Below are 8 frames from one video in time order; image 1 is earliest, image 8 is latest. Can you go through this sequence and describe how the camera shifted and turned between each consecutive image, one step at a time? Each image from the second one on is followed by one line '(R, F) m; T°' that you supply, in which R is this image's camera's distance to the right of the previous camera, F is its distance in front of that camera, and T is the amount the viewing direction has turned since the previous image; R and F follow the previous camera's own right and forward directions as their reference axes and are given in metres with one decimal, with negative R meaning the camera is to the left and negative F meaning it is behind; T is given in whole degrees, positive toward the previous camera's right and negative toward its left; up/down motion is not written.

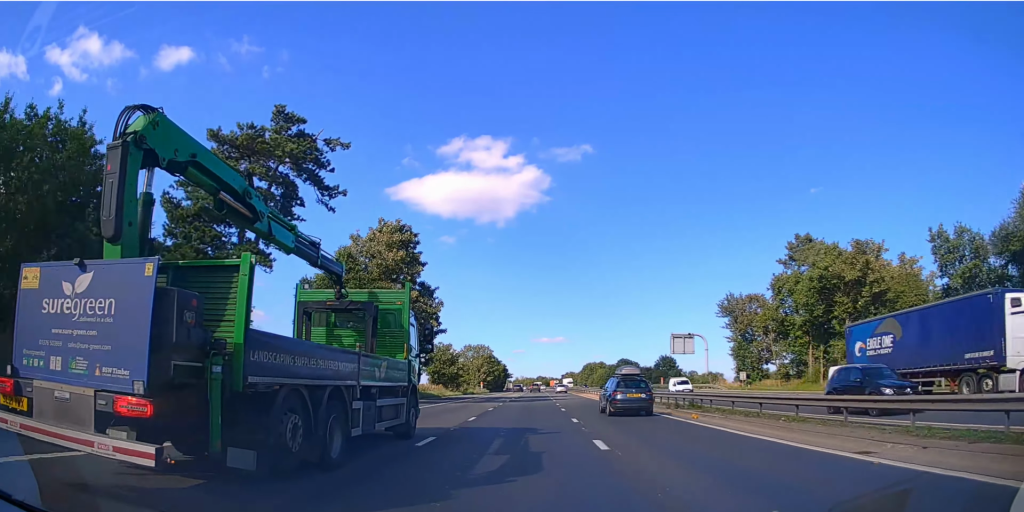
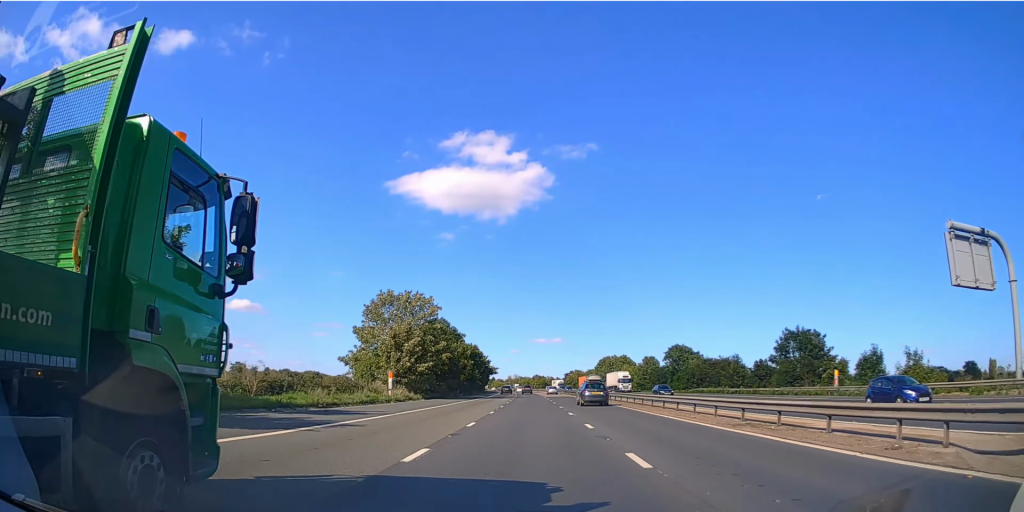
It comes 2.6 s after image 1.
(0.0, +61.1) m; 0°
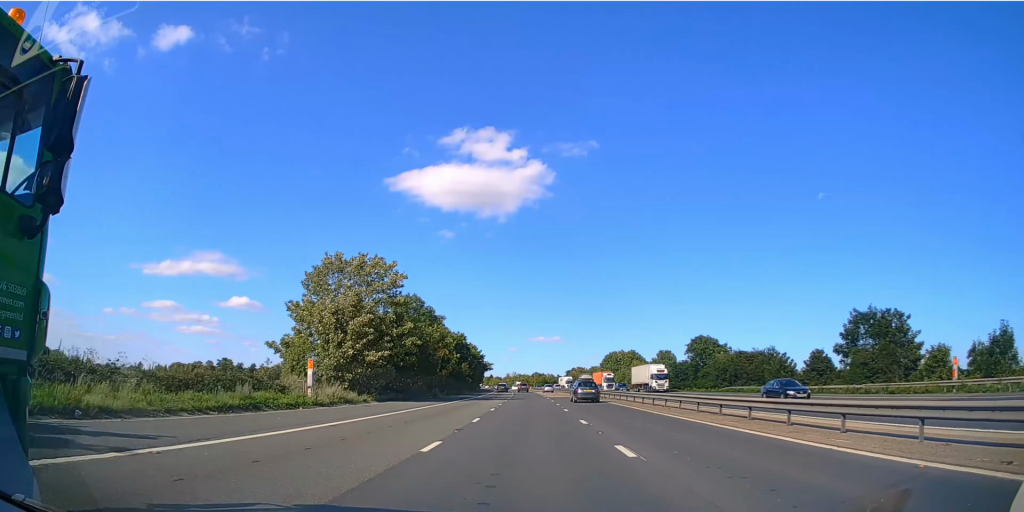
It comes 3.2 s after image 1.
(+0.1, +14.8) m; 0°
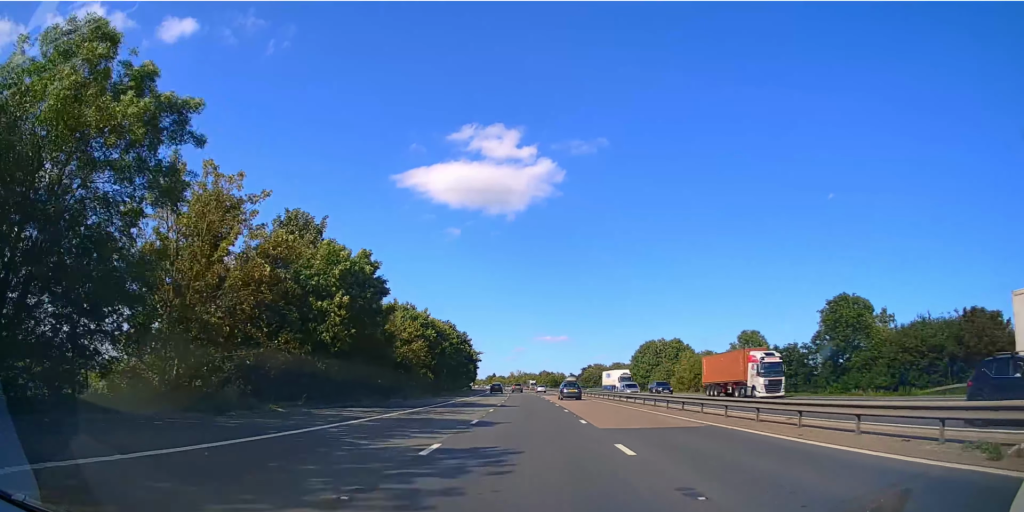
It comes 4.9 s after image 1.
(-0.2, +42.2) m; 0°
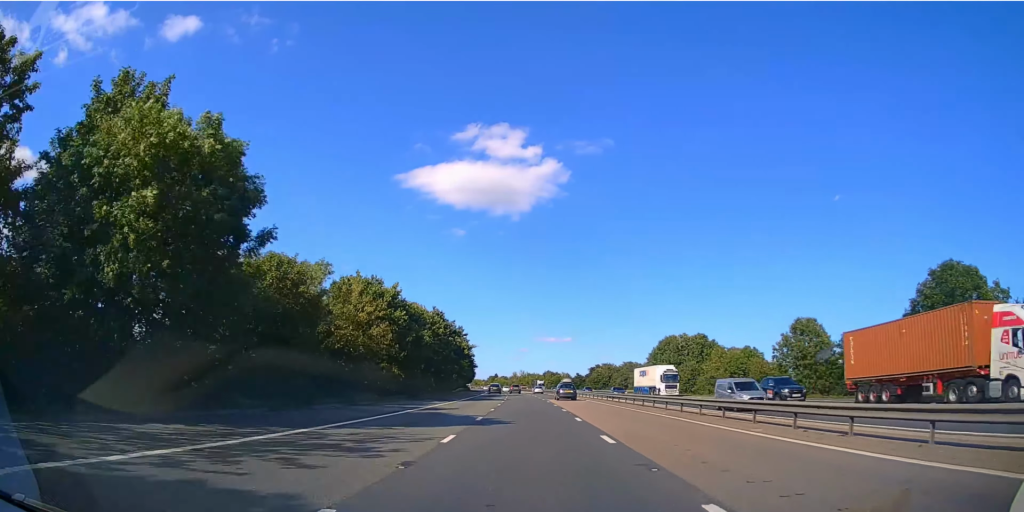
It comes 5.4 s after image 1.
(+0.1, +15.1) m; 0°
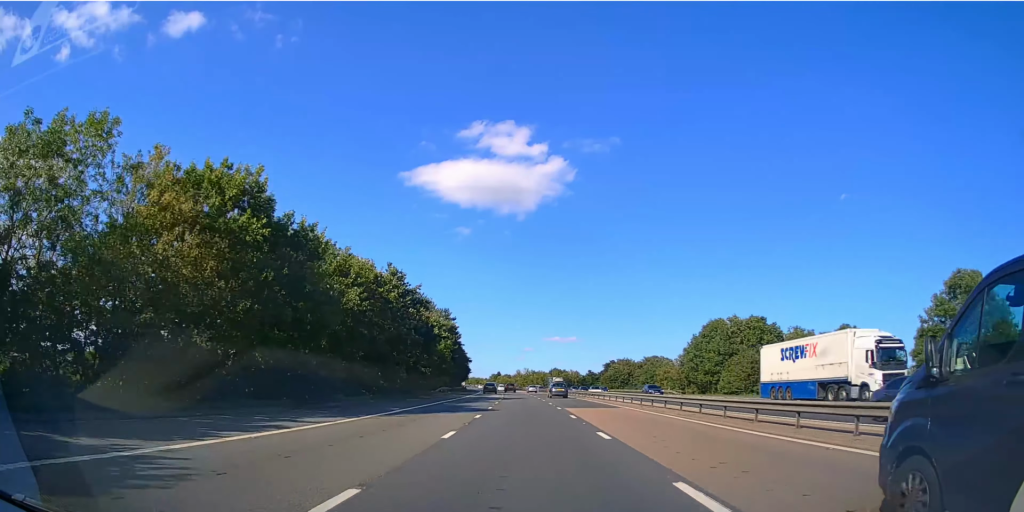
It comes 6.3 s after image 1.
(-0.2, +24.4) m; 0°
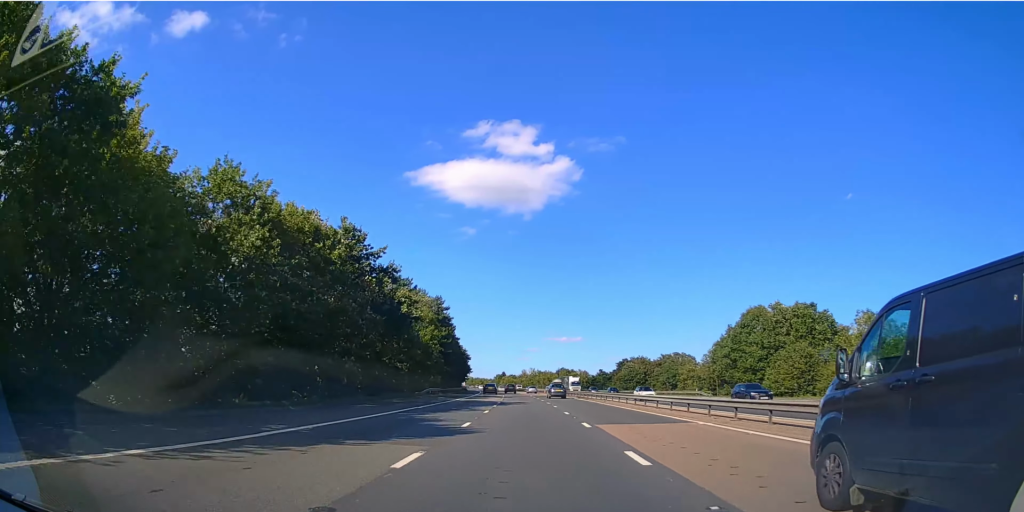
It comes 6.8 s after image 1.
(-0.1, +13.6) m; 0°
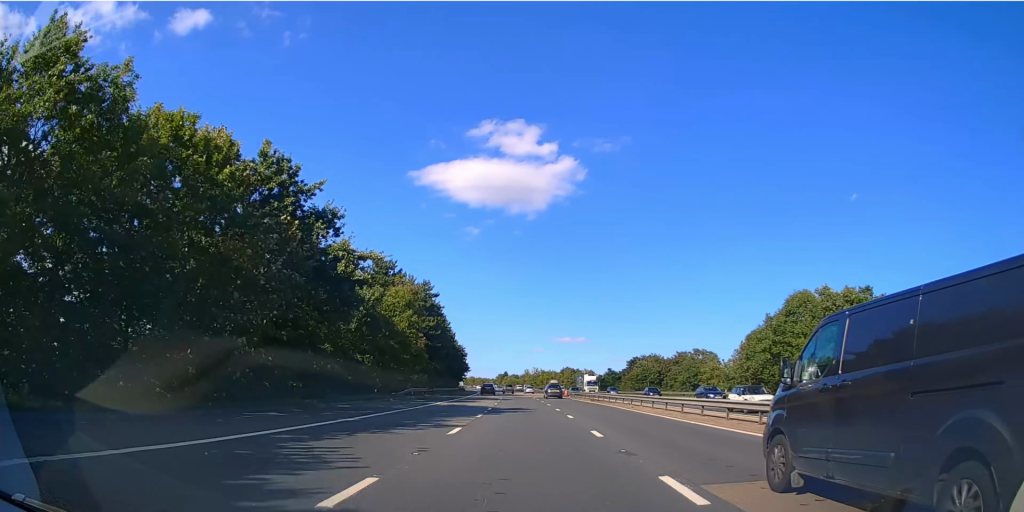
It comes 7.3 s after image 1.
(+0.1, +11.9) m; 0°
